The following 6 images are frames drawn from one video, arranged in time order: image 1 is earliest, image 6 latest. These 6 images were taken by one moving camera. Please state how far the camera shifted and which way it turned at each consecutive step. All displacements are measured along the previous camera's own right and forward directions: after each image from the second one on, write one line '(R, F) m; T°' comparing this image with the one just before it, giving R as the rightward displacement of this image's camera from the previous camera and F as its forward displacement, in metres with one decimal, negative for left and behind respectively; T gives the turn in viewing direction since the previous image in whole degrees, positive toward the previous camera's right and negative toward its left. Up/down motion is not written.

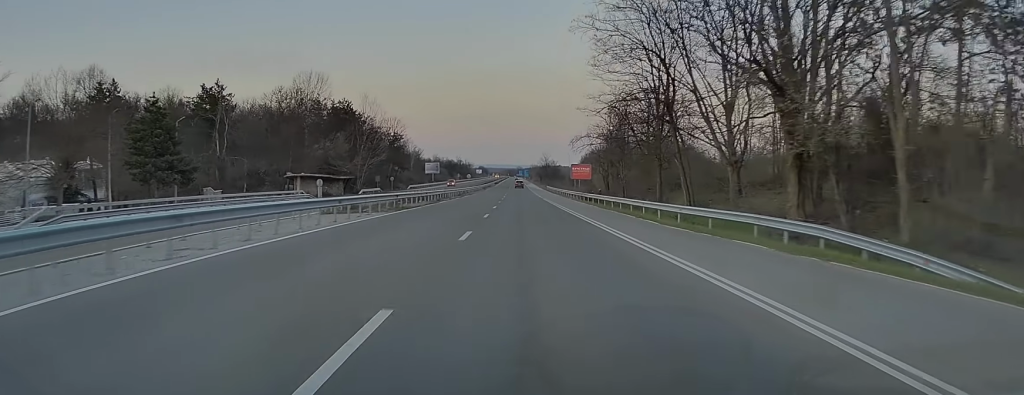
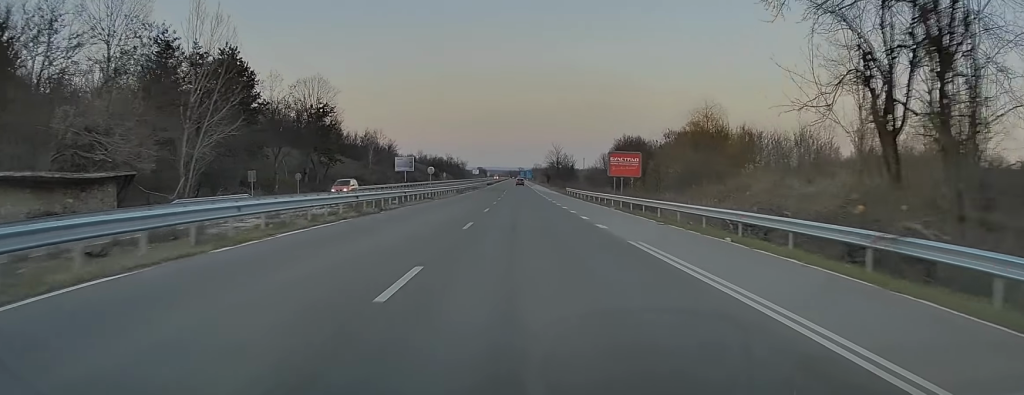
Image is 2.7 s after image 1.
(+0.2, +56.8) m; 0°
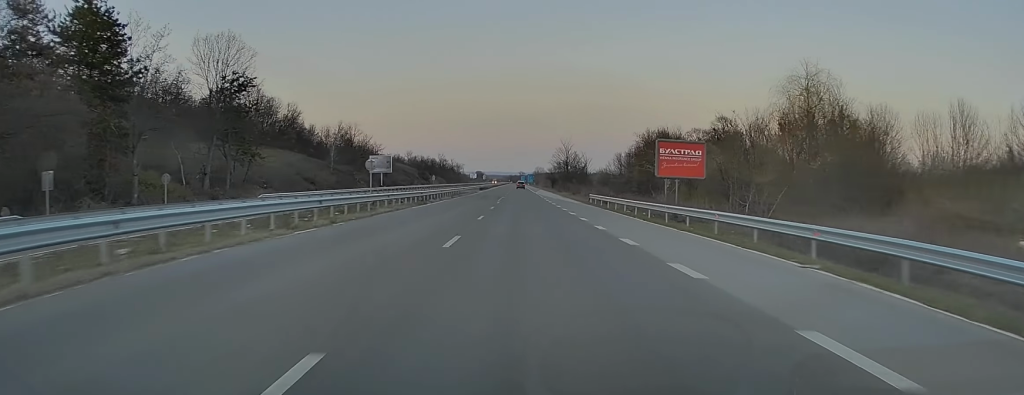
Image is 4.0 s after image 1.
(+0.1, +29.2) m; 0°
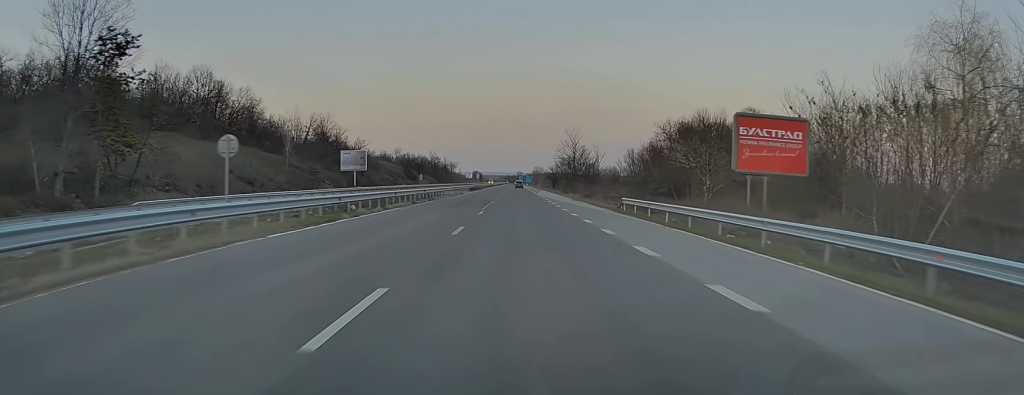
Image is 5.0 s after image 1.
(0.0, +20.8) m; 0°
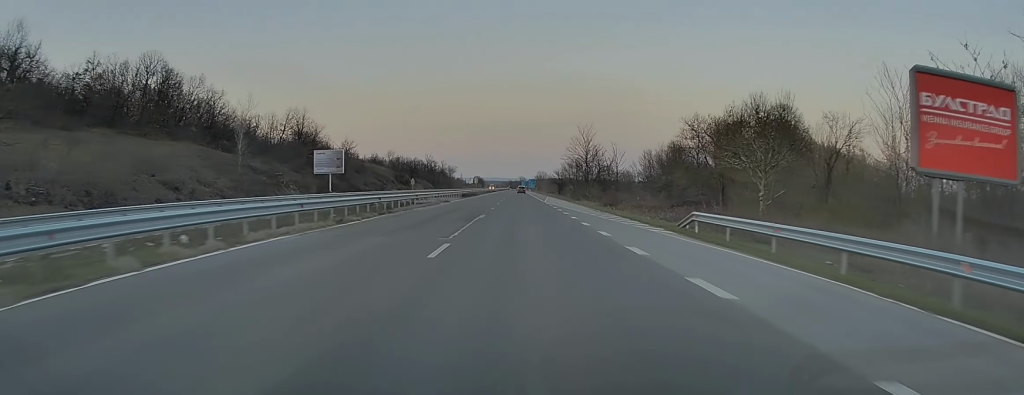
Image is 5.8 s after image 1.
(+0.1, +16.7) m; 0°
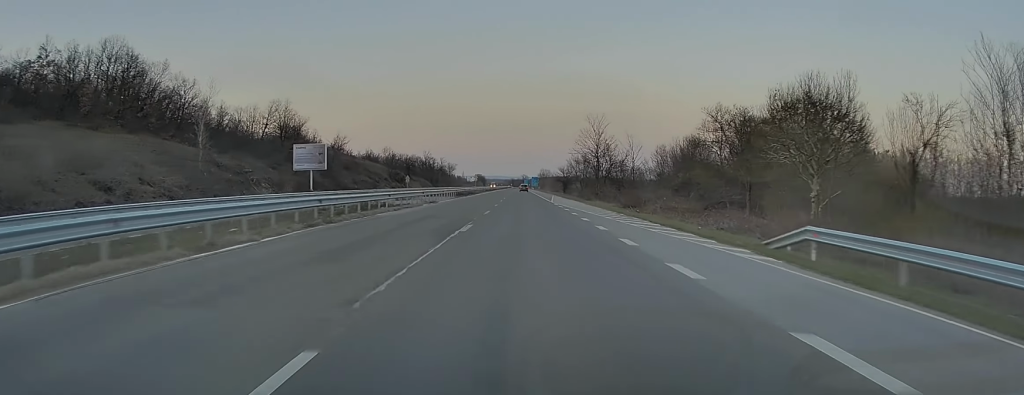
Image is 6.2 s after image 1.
(-0.1, +9.6) m; 0°
